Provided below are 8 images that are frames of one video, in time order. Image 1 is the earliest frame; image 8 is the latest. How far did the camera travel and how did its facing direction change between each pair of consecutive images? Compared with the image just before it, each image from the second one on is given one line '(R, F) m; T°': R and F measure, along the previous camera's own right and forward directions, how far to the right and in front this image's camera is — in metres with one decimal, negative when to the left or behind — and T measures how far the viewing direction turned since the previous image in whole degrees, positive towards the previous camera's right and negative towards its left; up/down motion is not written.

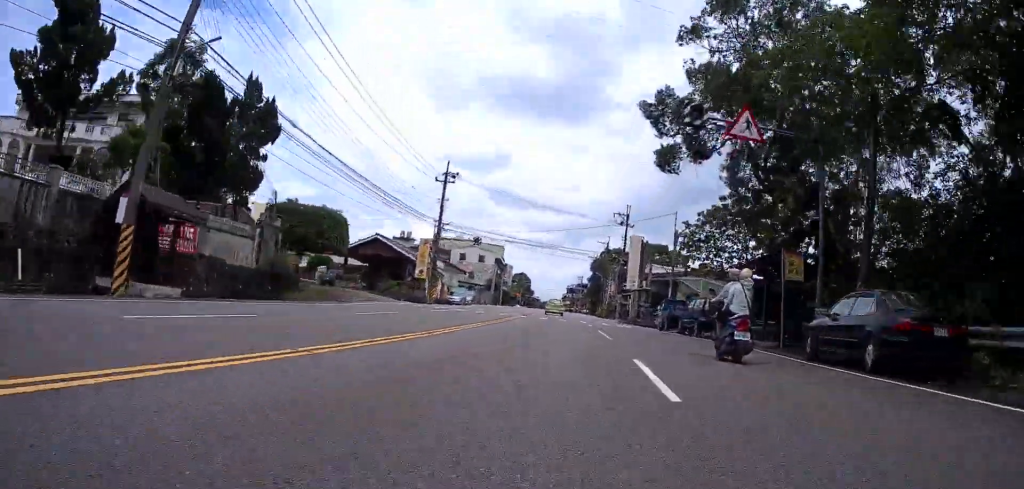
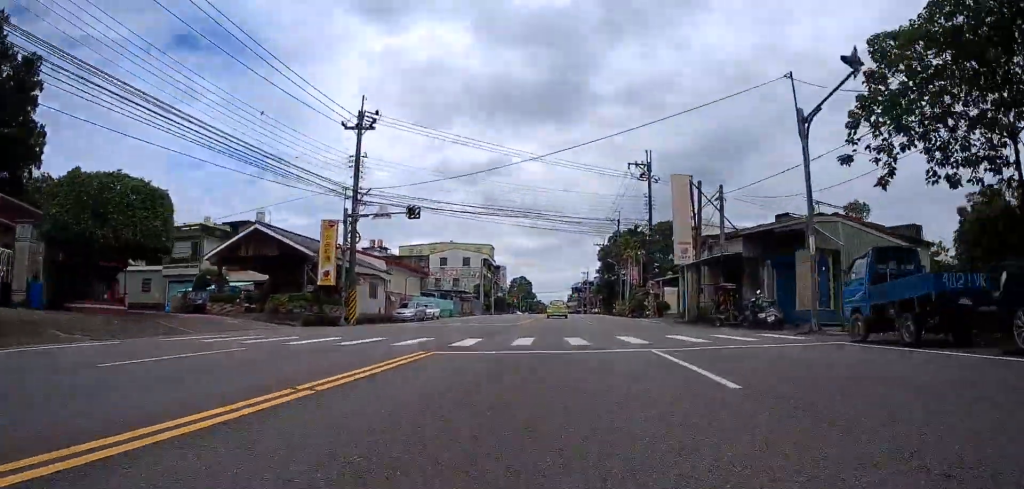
(-0.6, +20.8) m; -2°
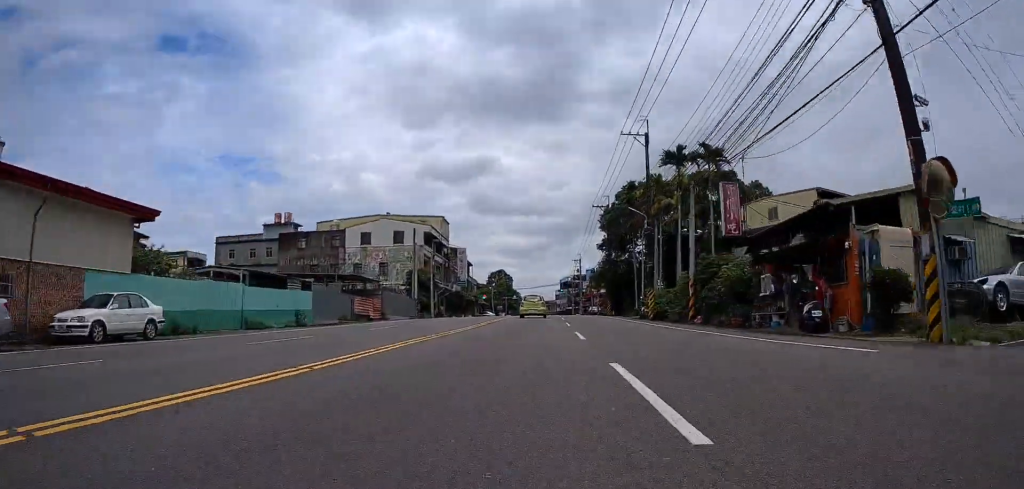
(0.0, +35.2) m; +1°
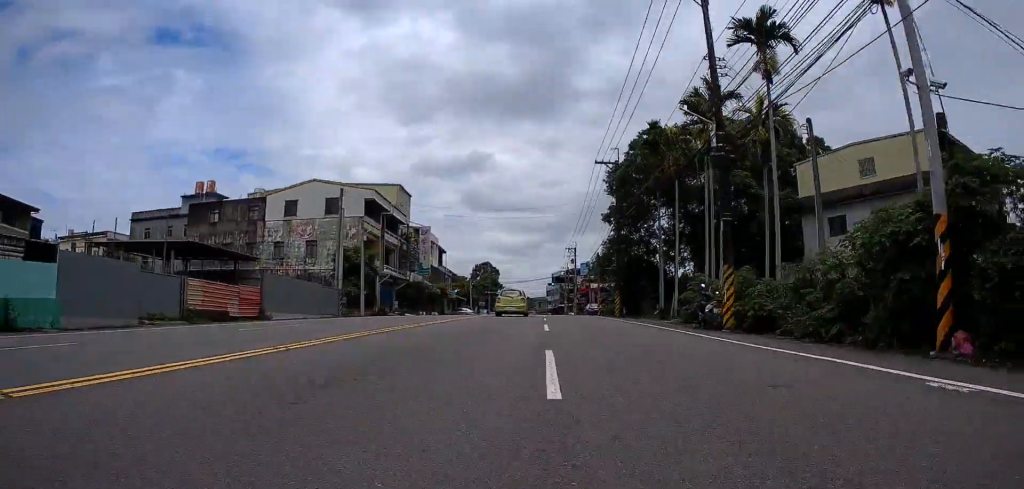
(-0.1, +18.0) m; +2°
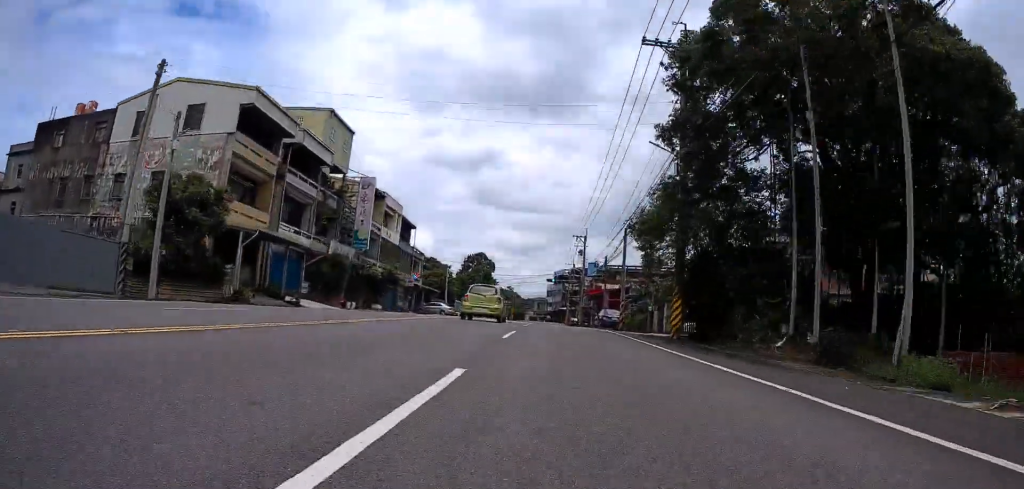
(+0.8, +22.2) m; 0°
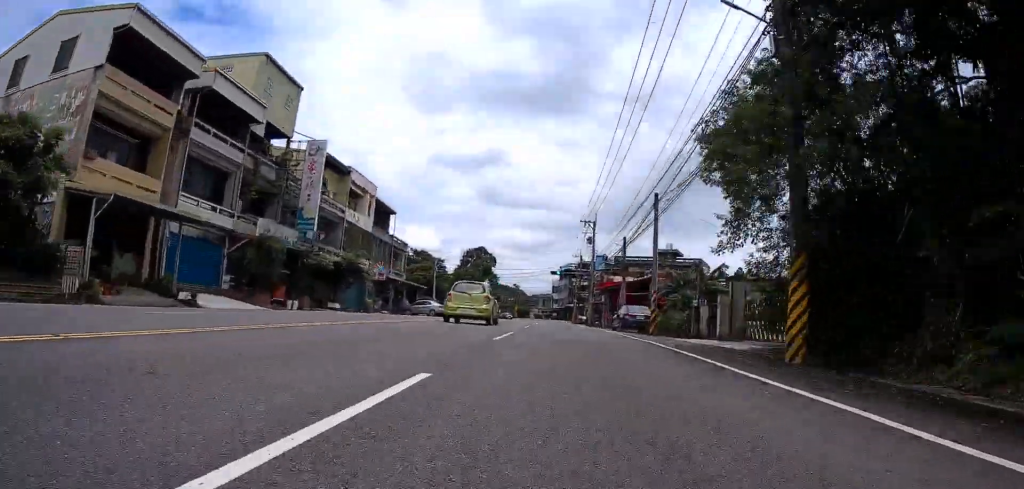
(-0.4, +10.7) m; -1°
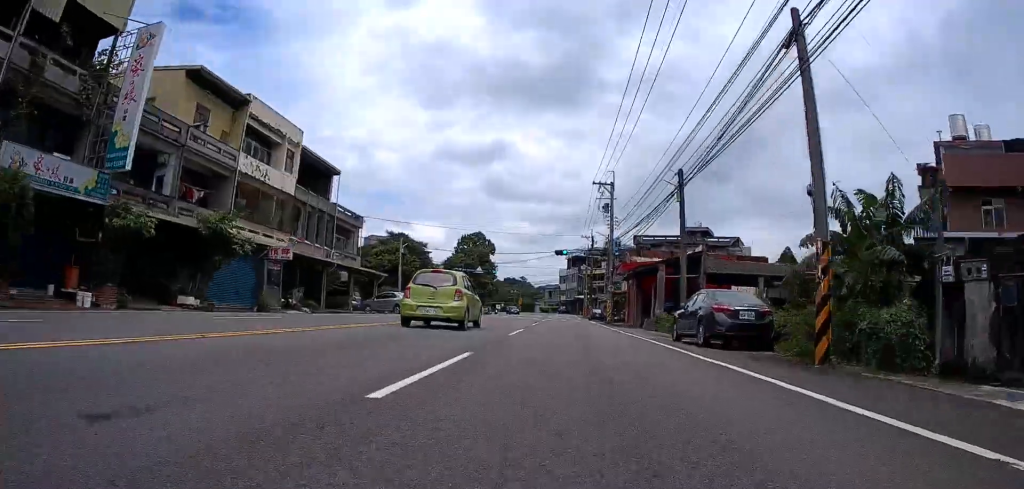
(-0.3, +17.4) m; -2°
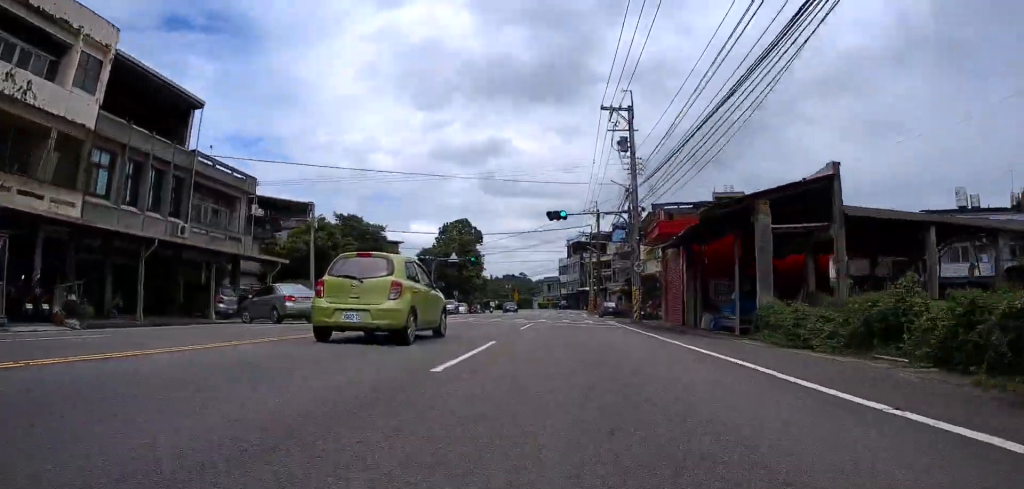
(0.0, +18.9) m; -1°
